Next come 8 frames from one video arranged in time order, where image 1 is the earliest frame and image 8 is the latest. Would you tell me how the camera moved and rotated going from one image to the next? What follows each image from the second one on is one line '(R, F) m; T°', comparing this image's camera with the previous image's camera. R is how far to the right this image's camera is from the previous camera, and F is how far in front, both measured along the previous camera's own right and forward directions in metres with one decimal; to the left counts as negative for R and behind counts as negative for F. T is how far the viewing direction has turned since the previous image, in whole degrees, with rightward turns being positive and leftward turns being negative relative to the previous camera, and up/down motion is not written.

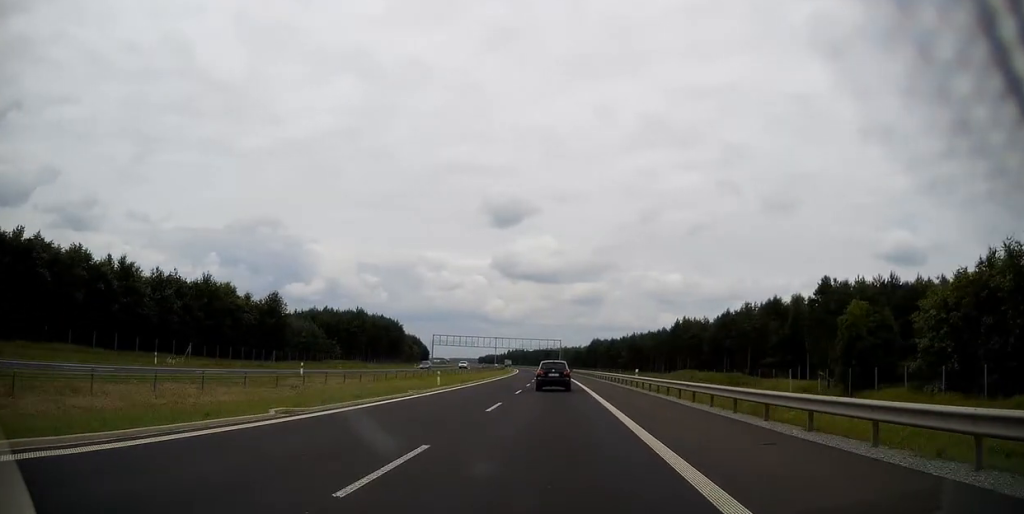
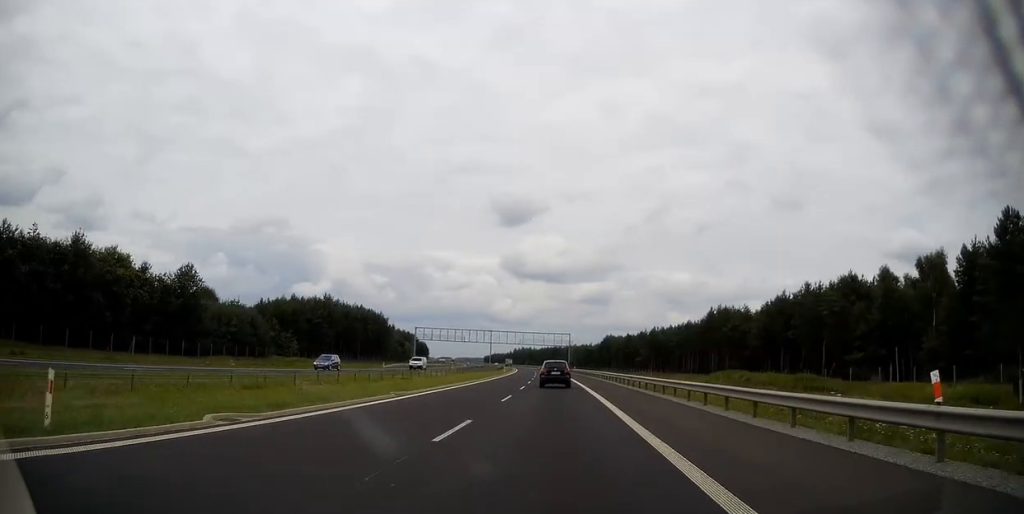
(-0.3, +31.3) m; -1°
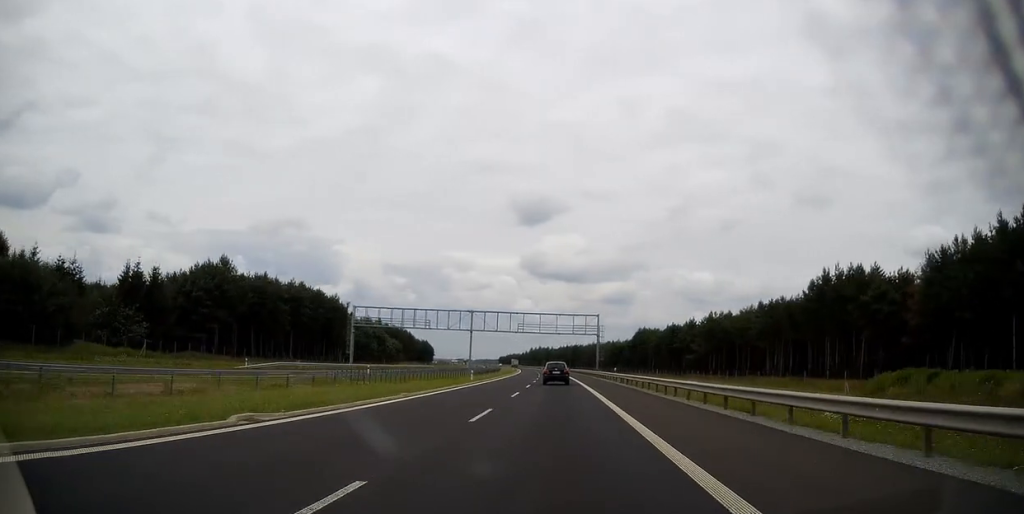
(-0.8, +55.7) m; -2°
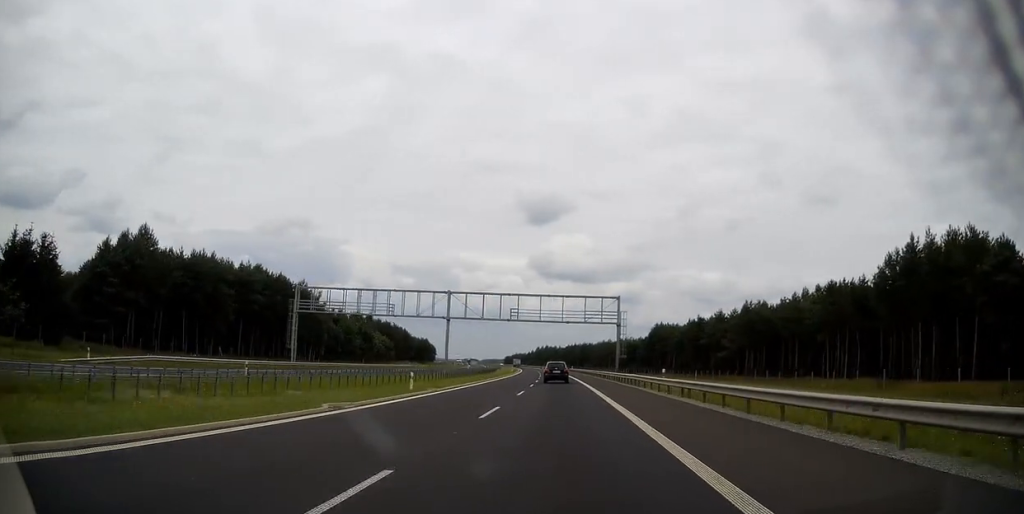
(-0.2, +23.2) m; -1°
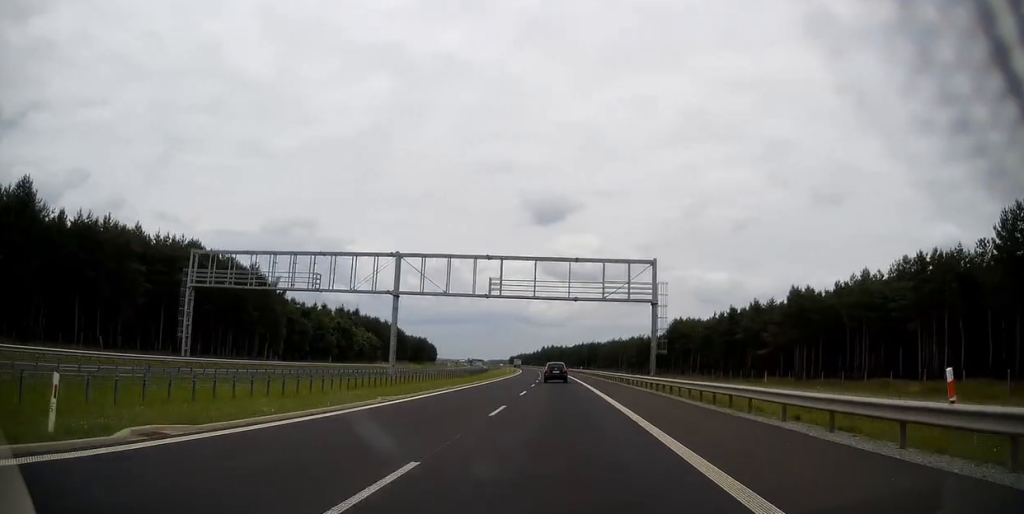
(0.0, +23.2) m; -1°
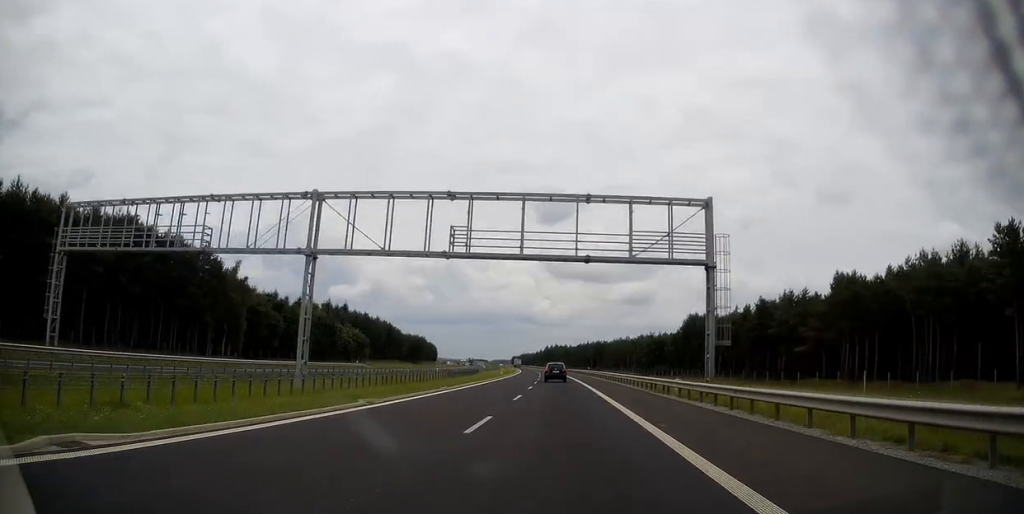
(-0.1, +16.3) m; -1°
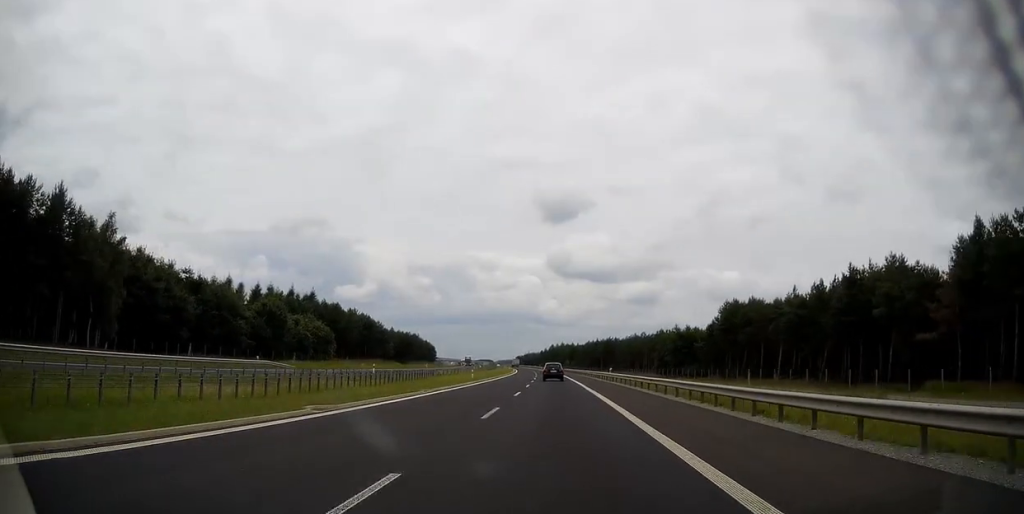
(-0.4, +32.5) m; -1°
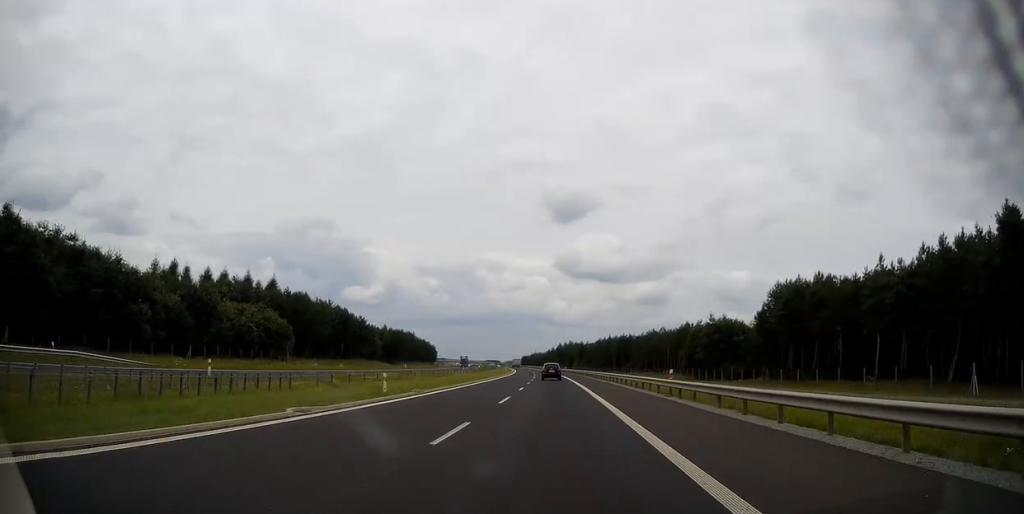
(+0.1, +29.0) m; -1°
